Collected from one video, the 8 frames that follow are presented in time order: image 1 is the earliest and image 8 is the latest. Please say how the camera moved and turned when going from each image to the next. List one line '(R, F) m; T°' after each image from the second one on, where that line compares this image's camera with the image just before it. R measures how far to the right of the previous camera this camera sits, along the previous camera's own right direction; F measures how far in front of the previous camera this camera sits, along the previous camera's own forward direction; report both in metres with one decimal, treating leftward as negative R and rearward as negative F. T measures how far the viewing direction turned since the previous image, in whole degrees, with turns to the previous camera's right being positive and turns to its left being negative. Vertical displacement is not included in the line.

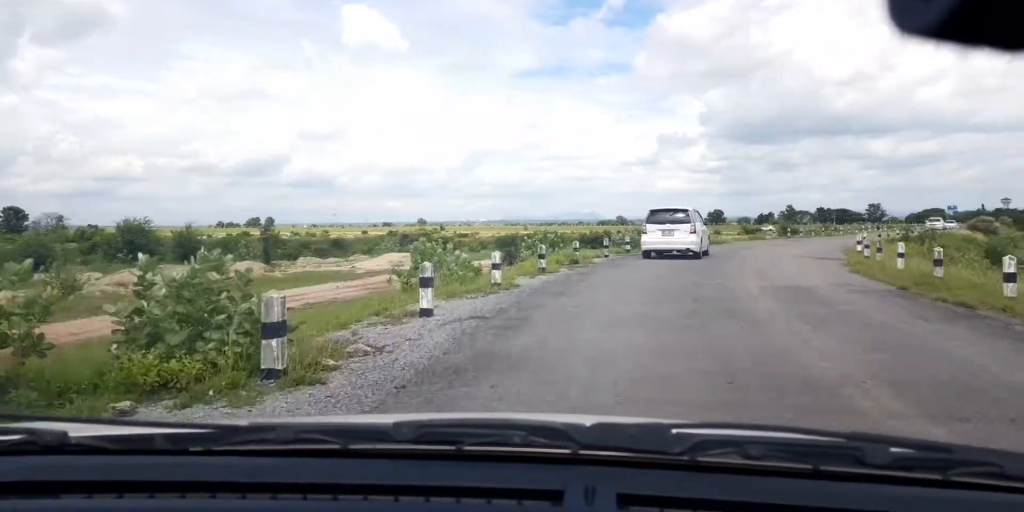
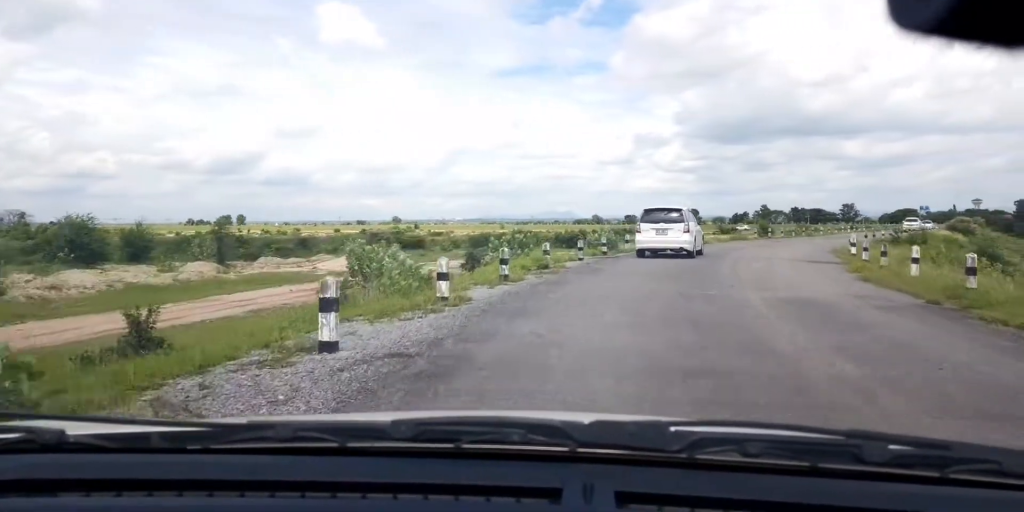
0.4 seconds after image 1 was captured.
(+0.1, +2.8) m; 0°
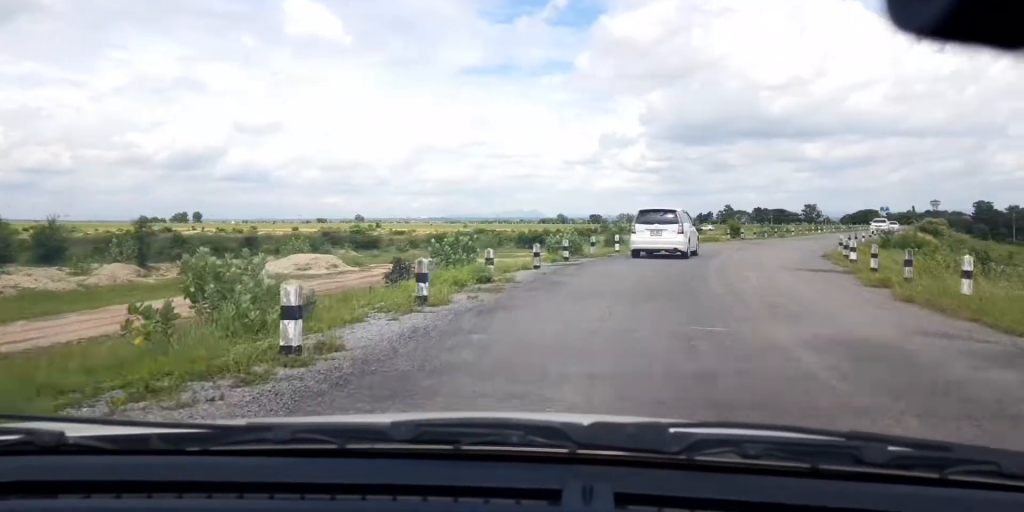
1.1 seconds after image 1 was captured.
(-0.1, +4.5) m; +1°
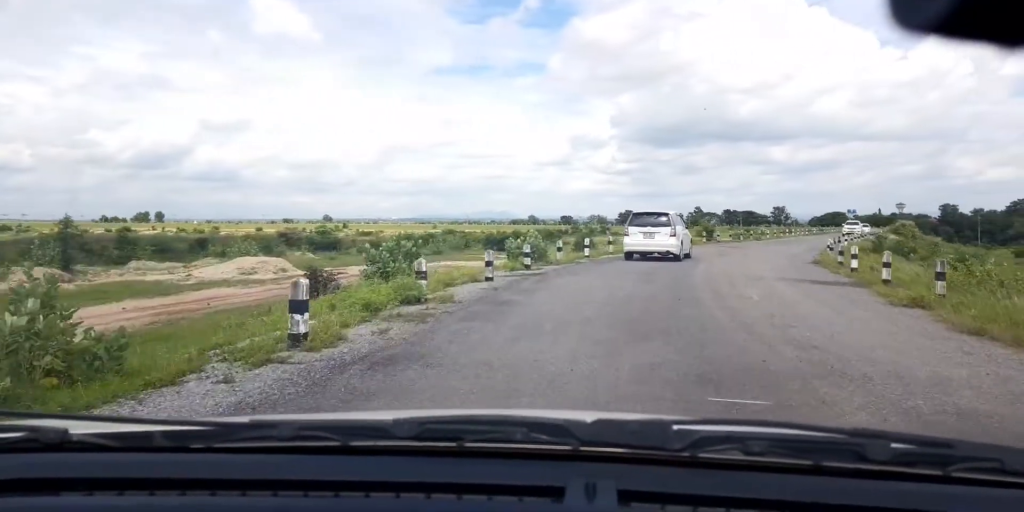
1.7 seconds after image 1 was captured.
(-0.1, +3.4) m; +2°
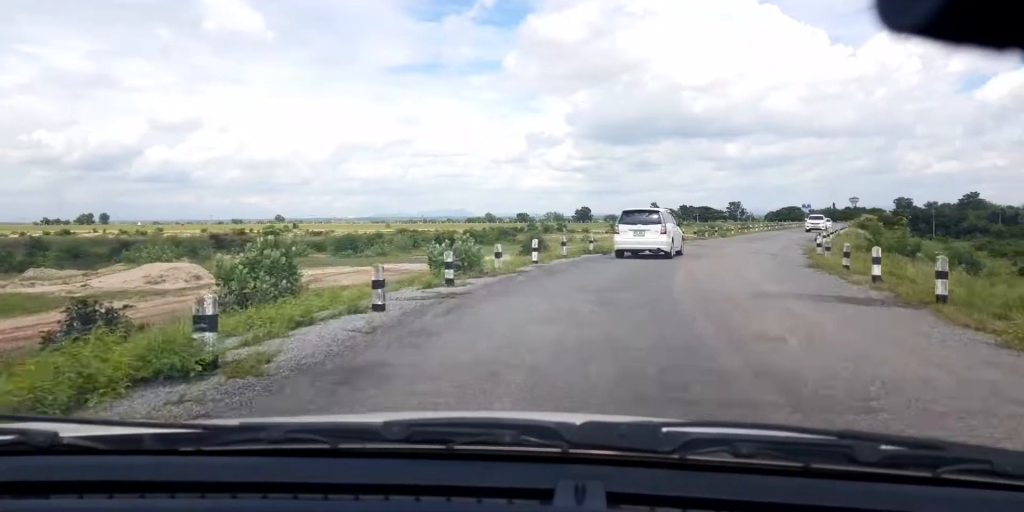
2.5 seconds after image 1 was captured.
(+0.3, +5.1) m; +5°
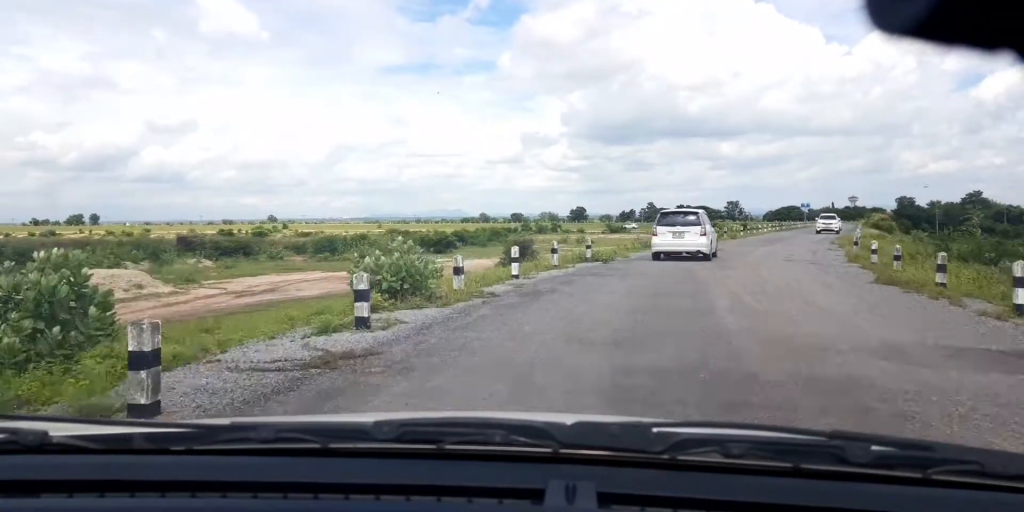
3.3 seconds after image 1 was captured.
(+0.2, +5.5) m; +2°
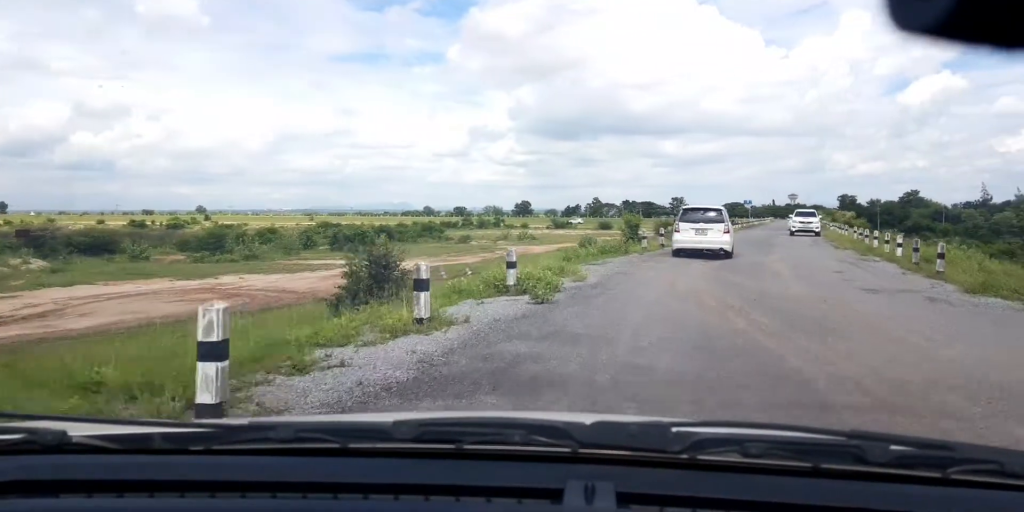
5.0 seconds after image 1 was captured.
(+0.1, +11.8) m; +1°
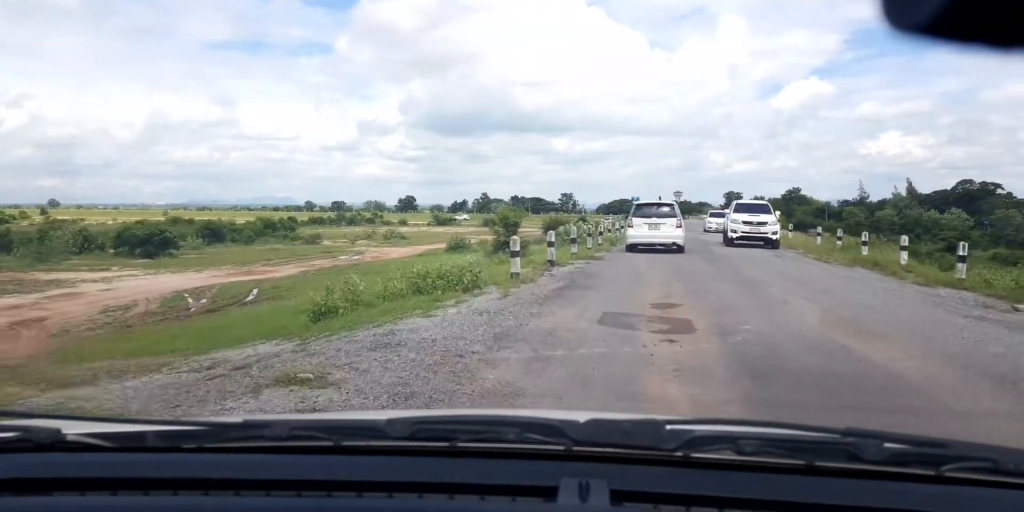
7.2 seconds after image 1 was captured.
(+0.8, +15.1) m; +8°
